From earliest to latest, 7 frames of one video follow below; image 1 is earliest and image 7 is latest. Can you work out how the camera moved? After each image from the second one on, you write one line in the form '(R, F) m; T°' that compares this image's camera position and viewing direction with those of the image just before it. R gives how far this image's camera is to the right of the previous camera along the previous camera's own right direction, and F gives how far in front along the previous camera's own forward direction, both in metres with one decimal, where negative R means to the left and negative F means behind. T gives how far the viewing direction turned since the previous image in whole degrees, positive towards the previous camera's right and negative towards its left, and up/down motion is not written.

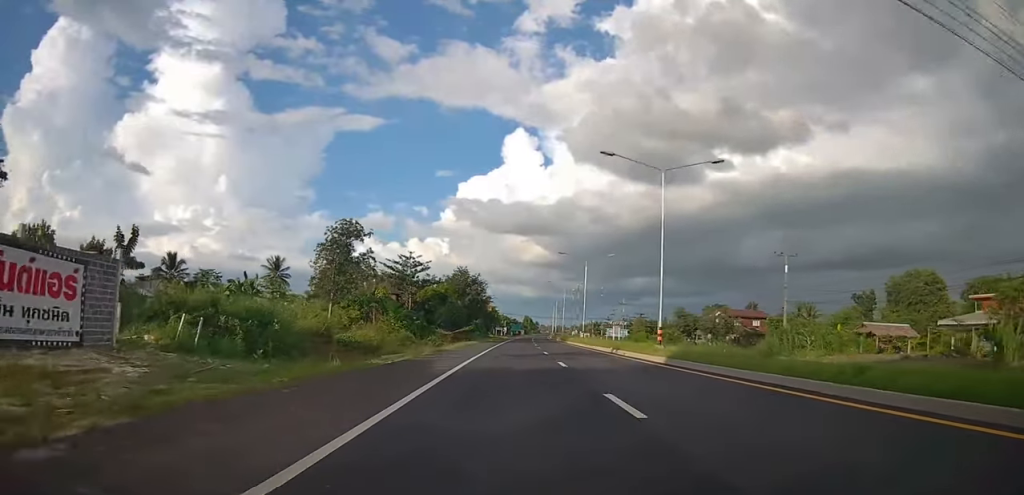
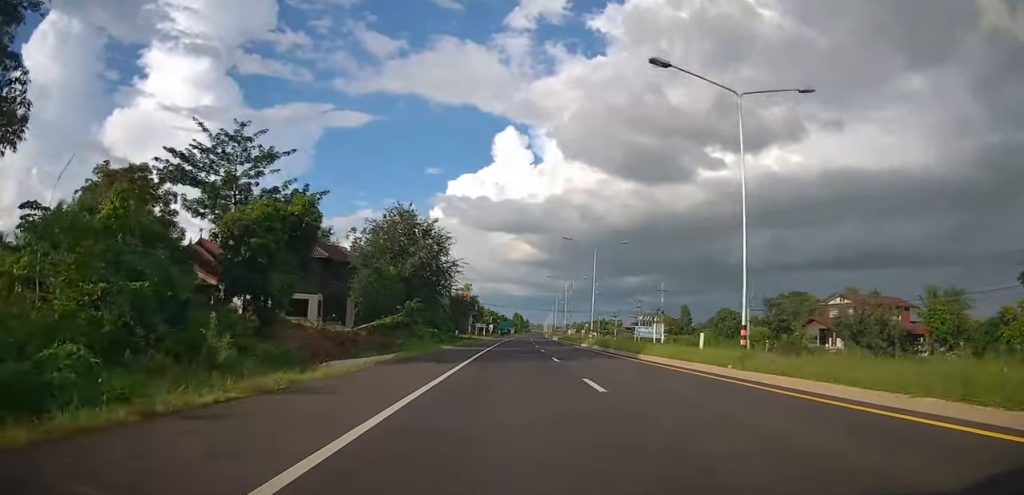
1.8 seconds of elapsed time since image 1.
(+1.4, +44.9) m; +1°
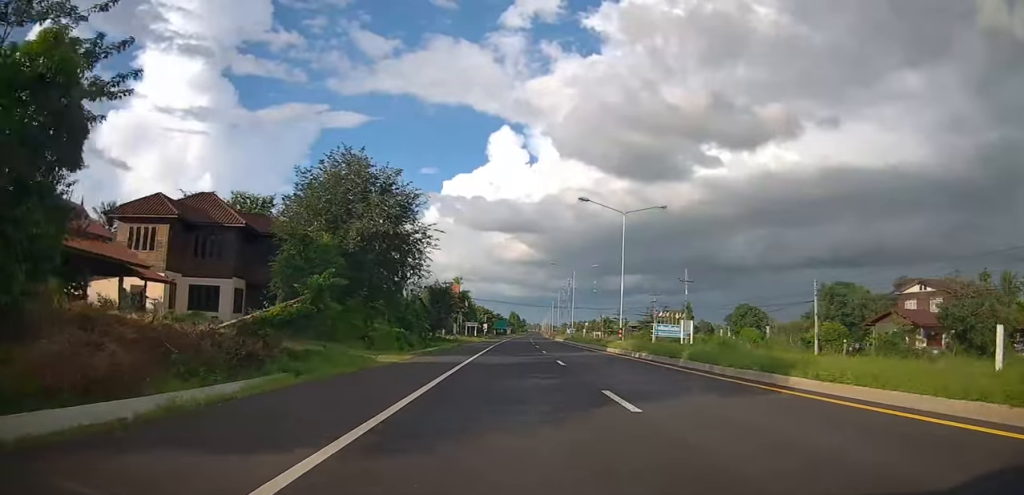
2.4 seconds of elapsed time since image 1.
(-0.3, +15.2) m; 0°
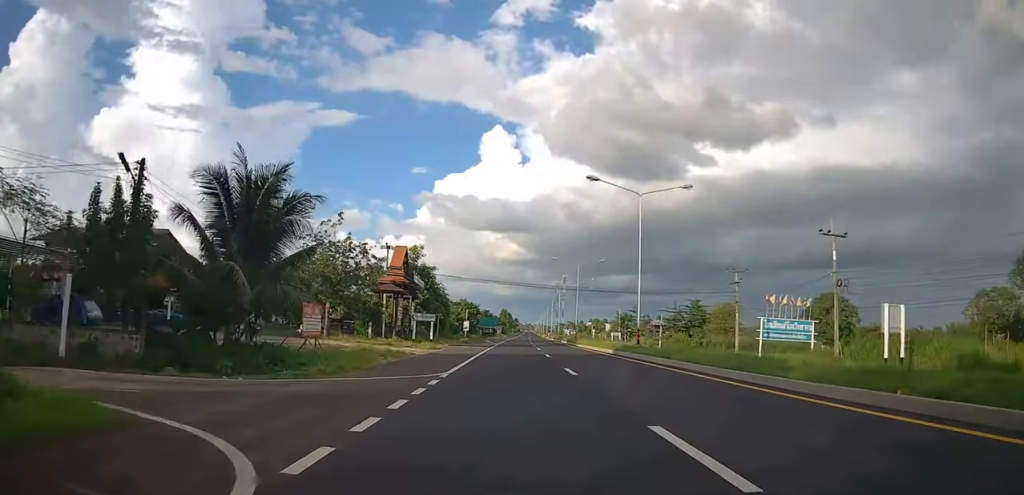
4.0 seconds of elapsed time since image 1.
(+0.2, +40.5) m; +2°
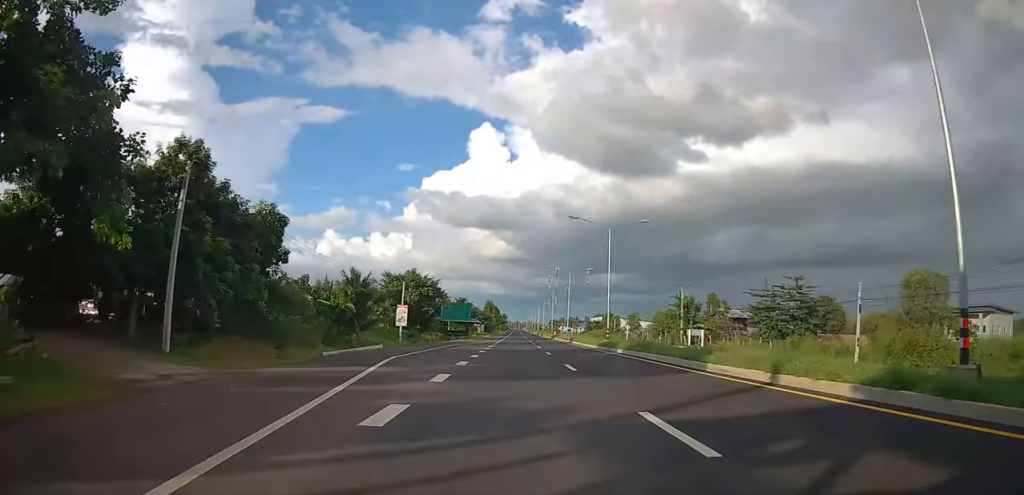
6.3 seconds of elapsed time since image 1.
(0.0, +59.2) m; +1°
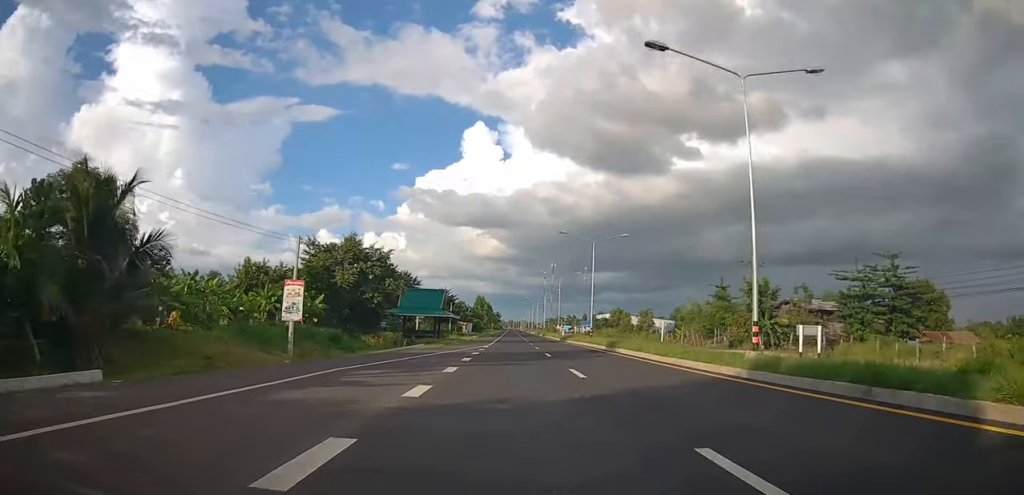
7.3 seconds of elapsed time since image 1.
(+0.4, +26.9) m; +1°
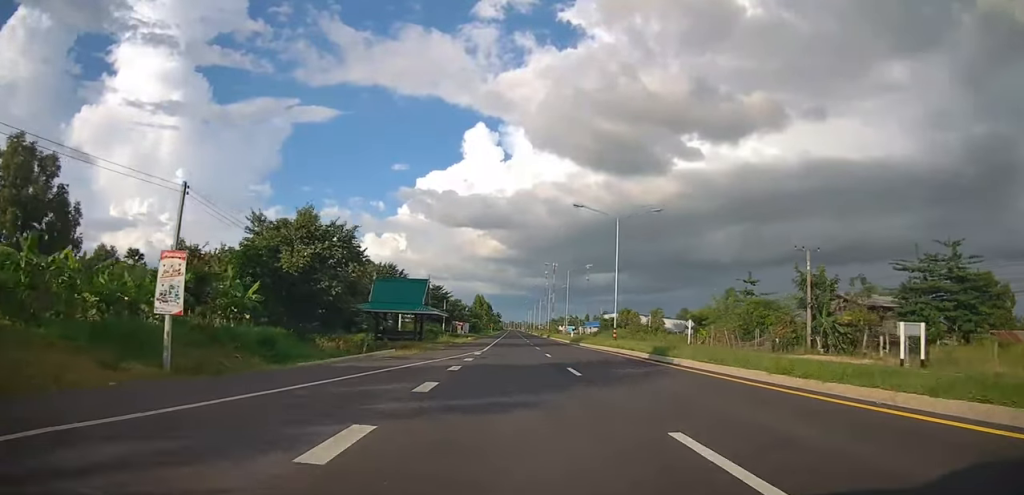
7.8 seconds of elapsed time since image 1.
(+0.3, +11.2) m; 0°
